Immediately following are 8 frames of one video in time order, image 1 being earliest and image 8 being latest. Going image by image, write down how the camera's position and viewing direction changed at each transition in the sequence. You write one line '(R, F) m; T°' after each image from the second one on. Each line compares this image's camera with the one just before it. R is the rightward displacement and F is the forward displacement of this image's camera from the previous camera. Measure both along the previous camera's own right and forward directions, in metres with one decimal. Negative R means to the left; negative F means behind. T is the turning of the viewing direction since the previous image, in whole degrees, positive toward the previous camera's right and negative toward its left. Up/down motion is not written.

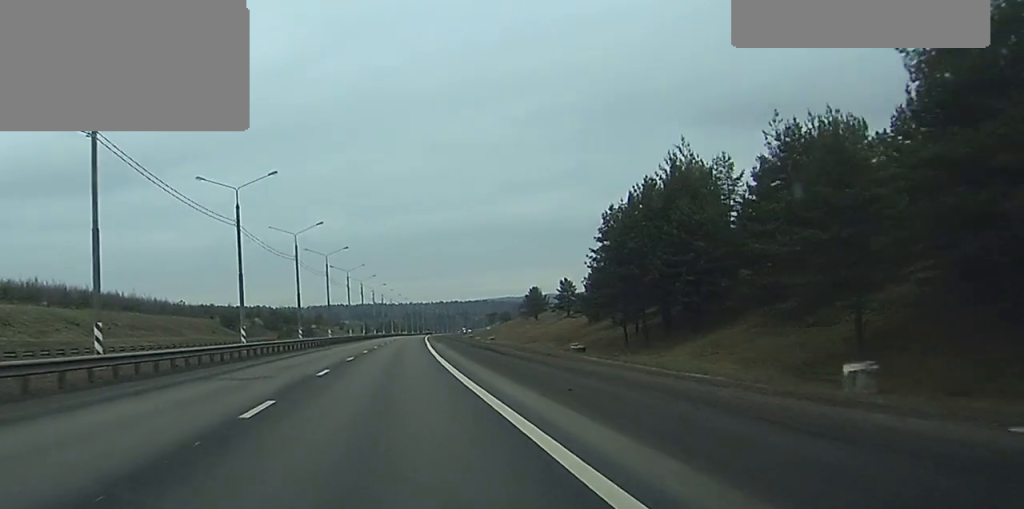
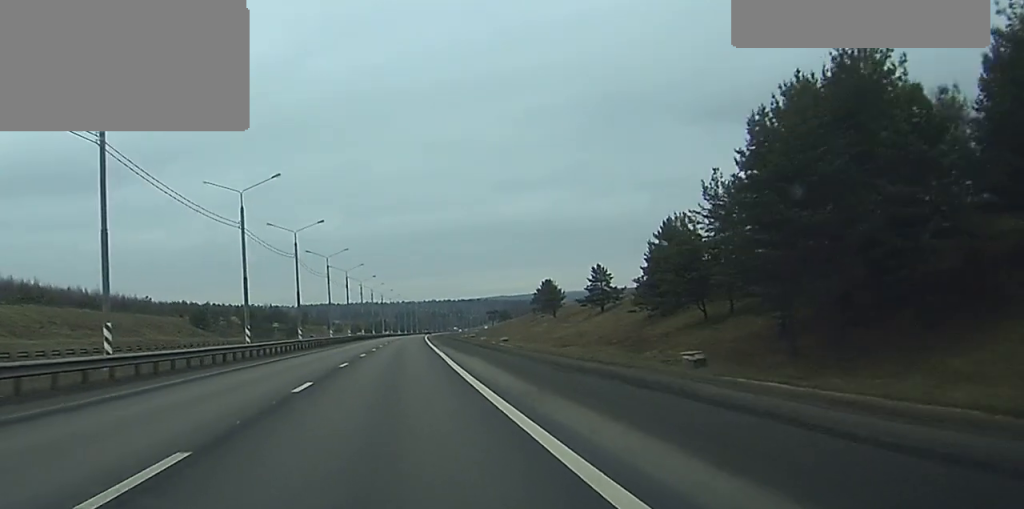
(0.0, +30.4) m; +1°
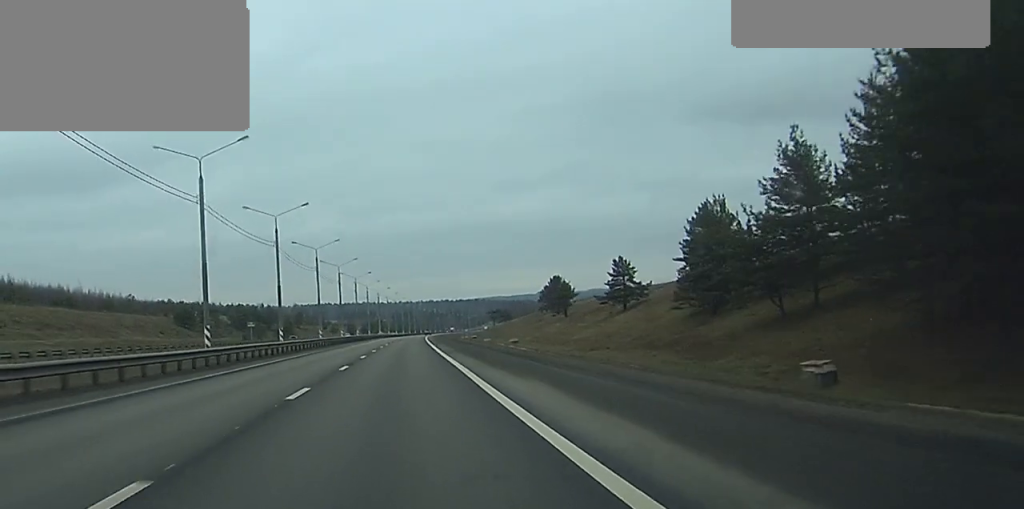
(+0.1, +13.6) m; 0°
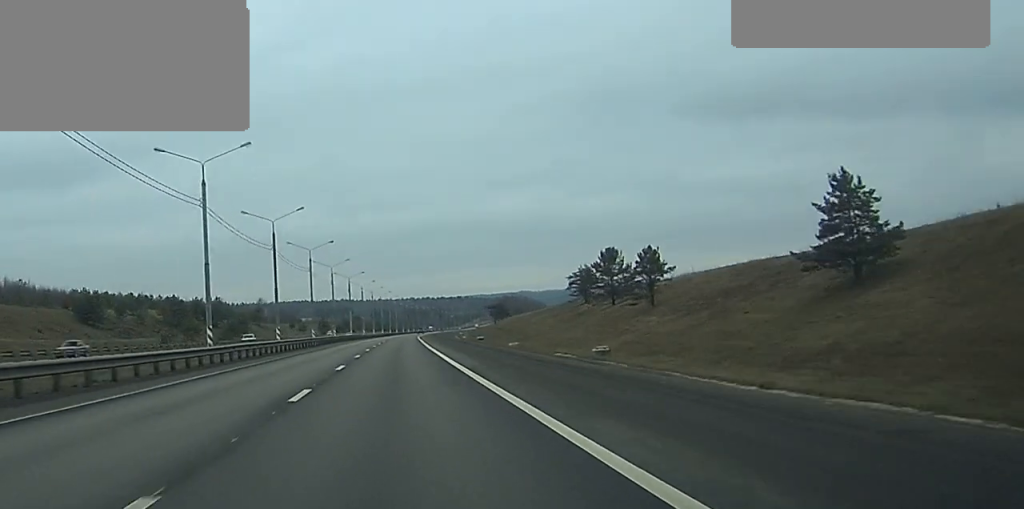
(+0.1, +59.7) m; 0°
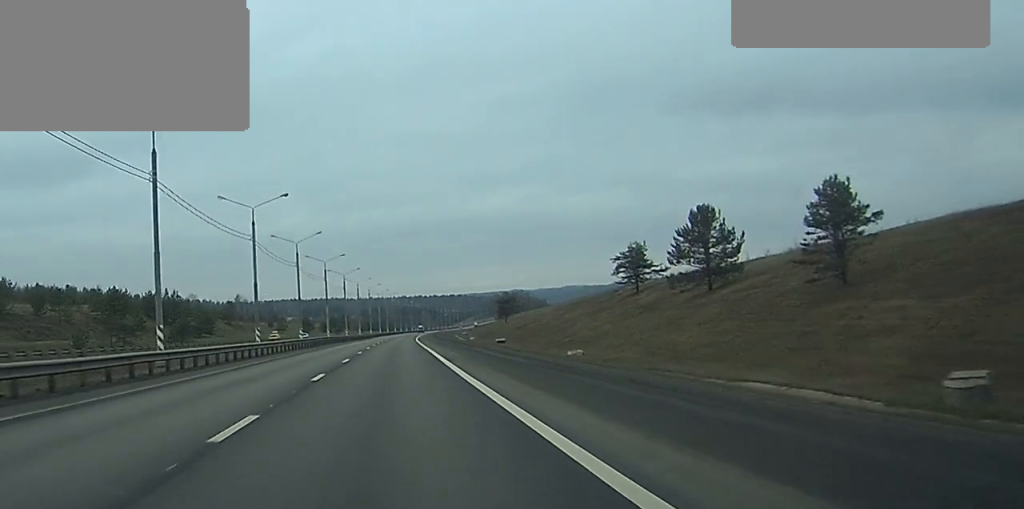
(+0.6, +41.3) m; +2°
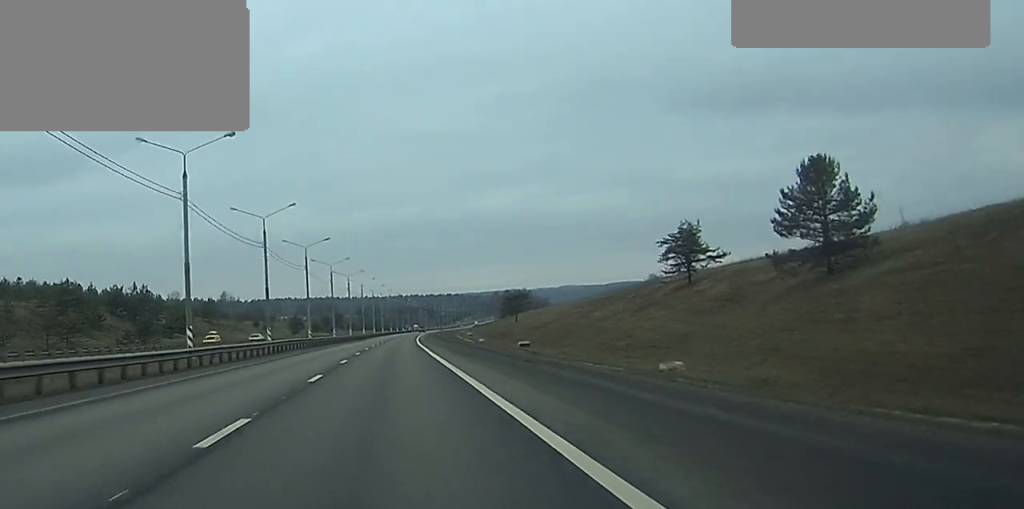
(+0.1, +24.6) m; 0°
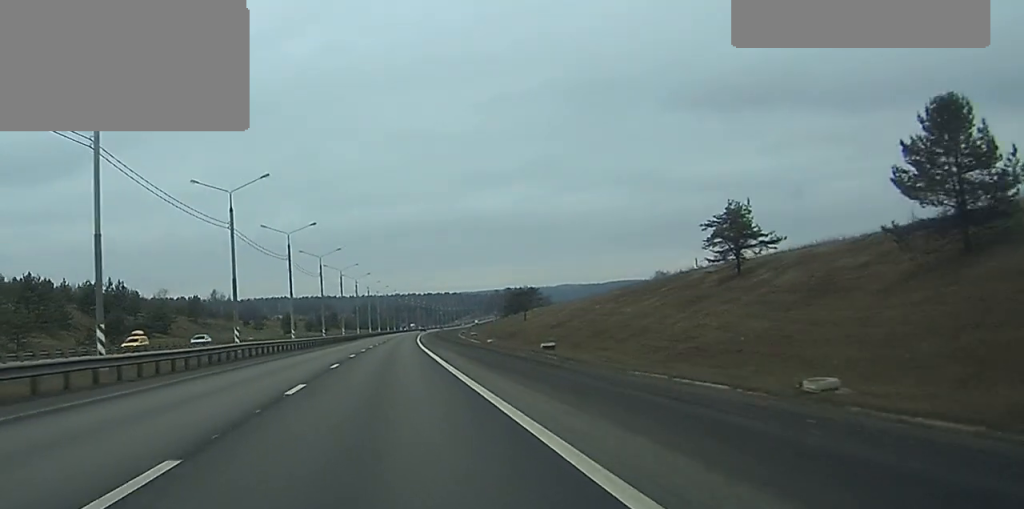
(0.0, +16.1) m; 0°
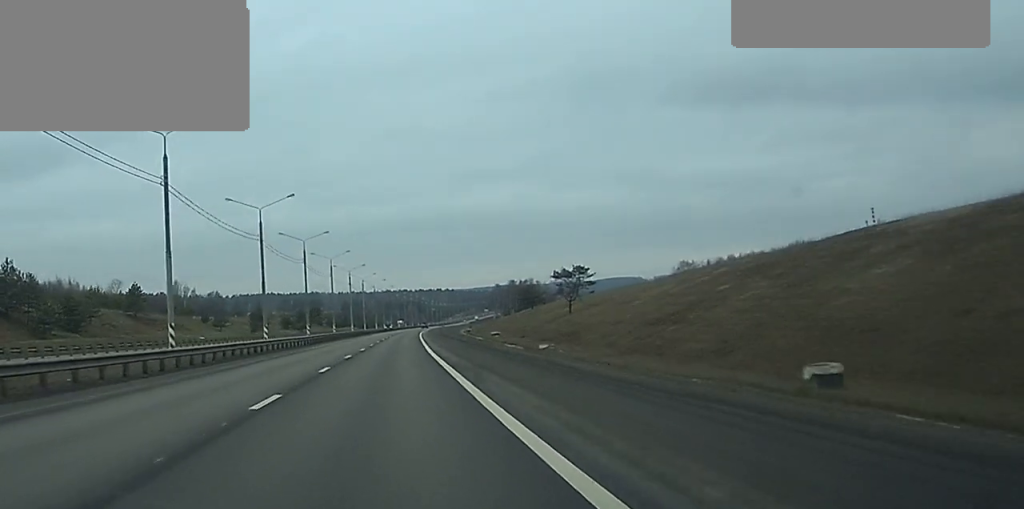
(0.0, +51.5) m; 0°
